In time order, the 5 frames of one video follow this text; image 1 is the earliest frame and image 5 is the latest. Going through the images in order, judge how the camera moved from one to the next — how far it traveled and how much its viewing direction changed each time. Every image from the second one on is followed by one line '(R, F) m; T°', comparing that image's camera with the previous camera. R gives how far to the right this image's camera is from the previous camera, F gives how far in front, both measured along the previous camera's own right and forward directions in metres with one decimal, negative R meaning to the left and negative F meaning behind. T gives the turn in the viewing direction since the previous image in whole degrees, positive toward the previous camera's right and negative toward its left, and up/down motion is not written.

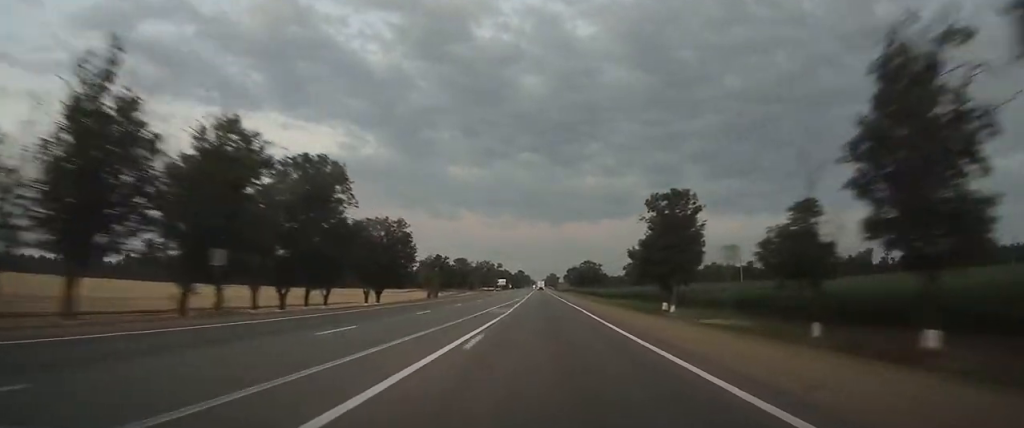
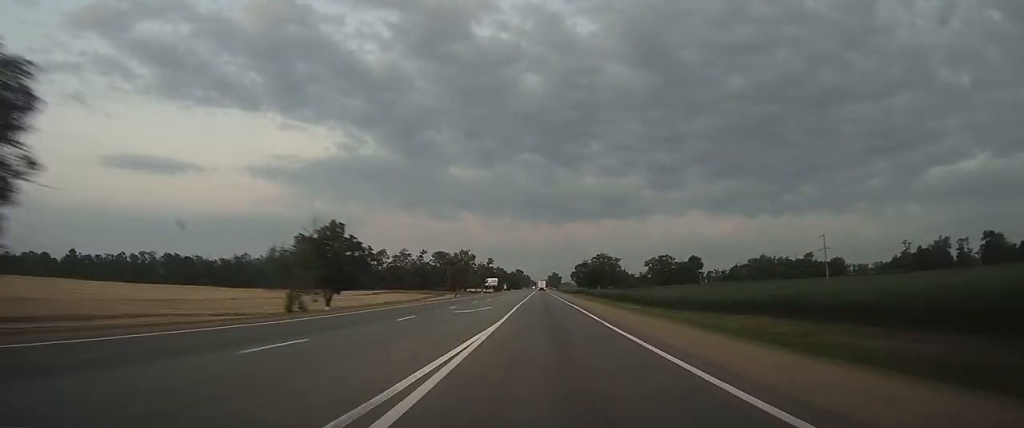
(-0.1, +63.8) m; 0°
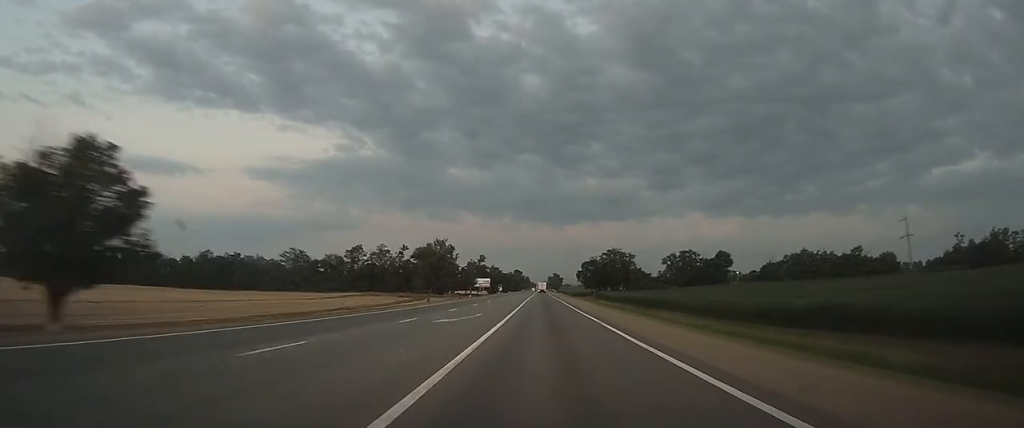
(+0.1, +36.0) m; 0°
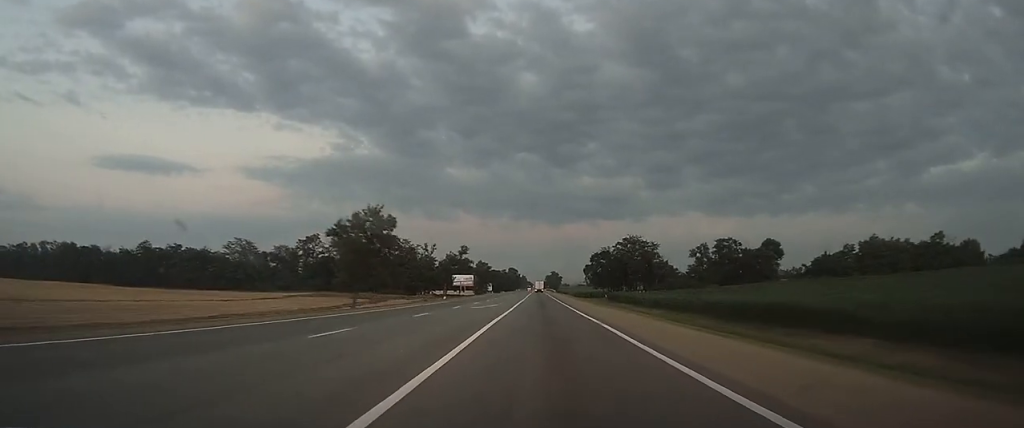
(+0.2, +43.9) m; 0°
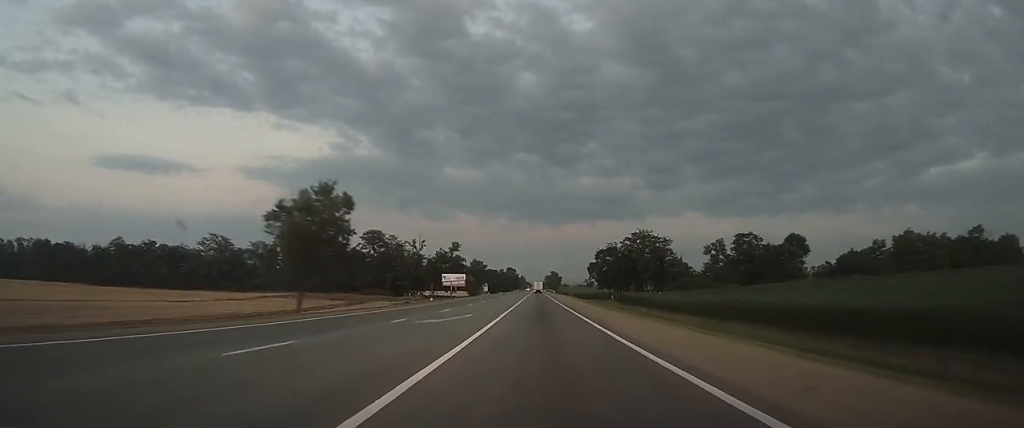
(0.0, +15.9) m; 0°
